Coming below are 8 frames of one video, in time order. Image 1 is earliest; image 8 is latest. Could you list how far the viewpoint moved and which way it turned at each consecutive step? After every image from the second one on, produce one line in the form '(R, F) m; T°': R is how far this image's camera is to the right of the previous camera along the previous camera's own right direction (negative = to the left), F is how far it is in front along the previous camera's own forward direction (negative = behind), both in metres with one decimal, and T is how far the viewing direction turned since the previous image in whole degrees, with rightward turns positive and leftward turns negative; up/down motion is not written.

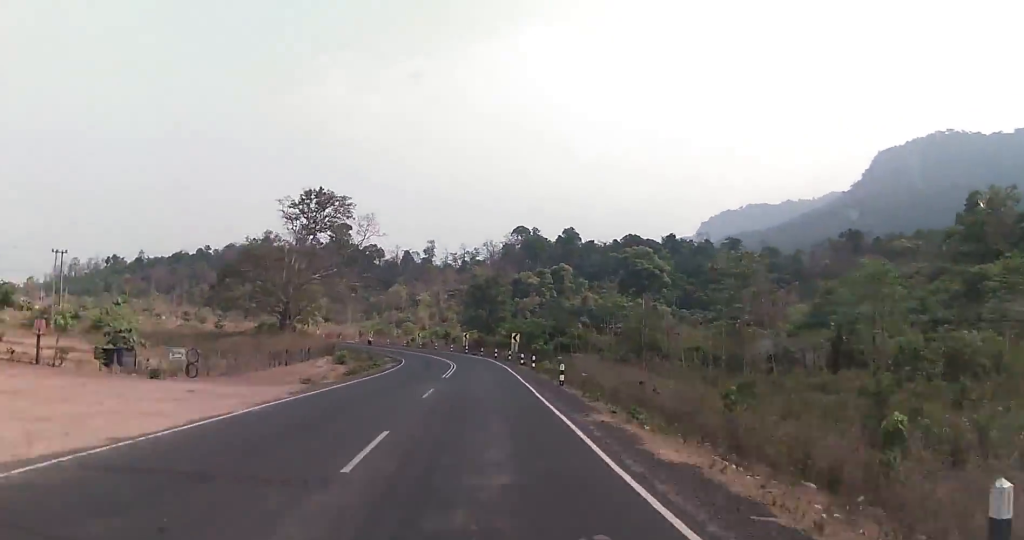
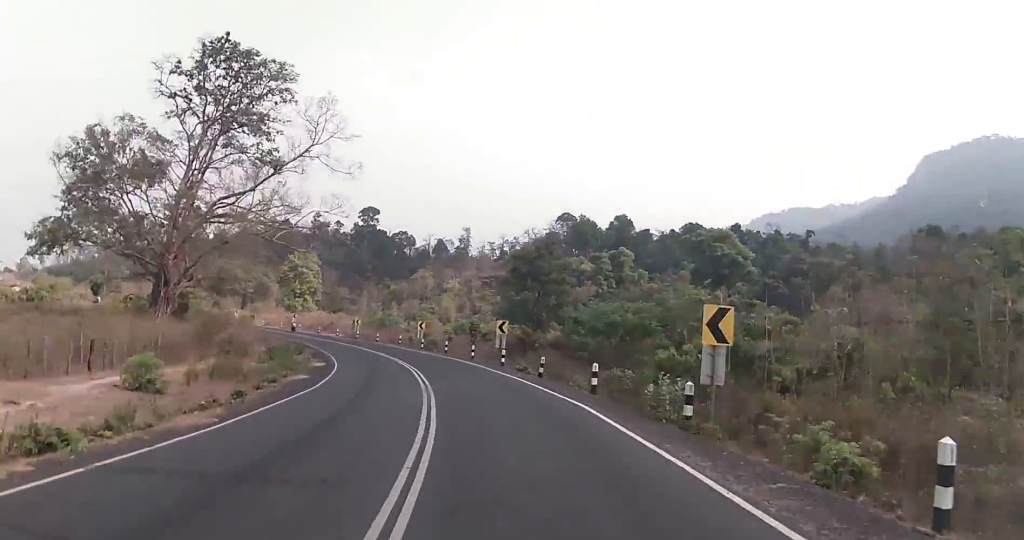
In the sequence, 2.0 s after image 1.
(+0.2, +43.3) m; -8°
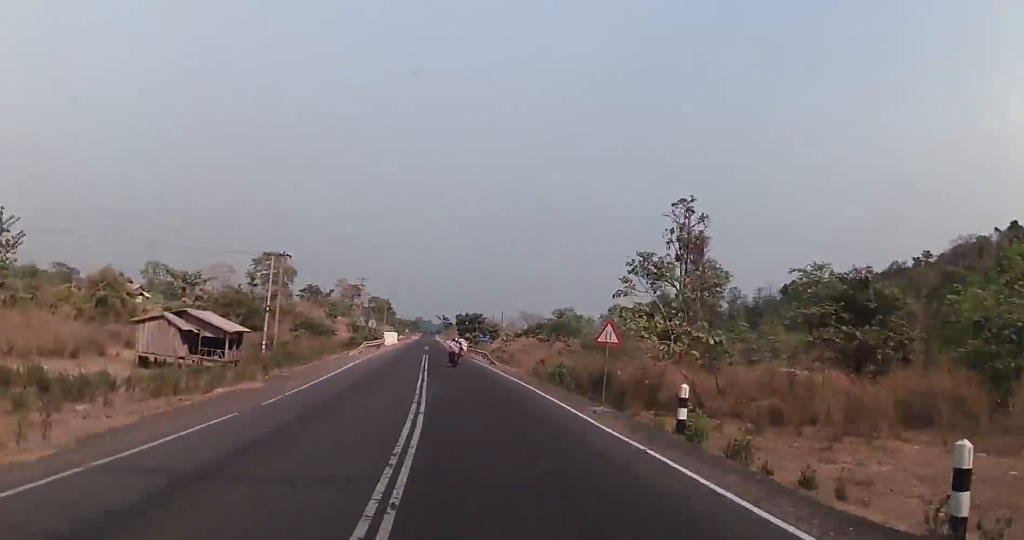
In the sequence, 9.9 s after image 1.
(-62.7, +141.7) m; -45°
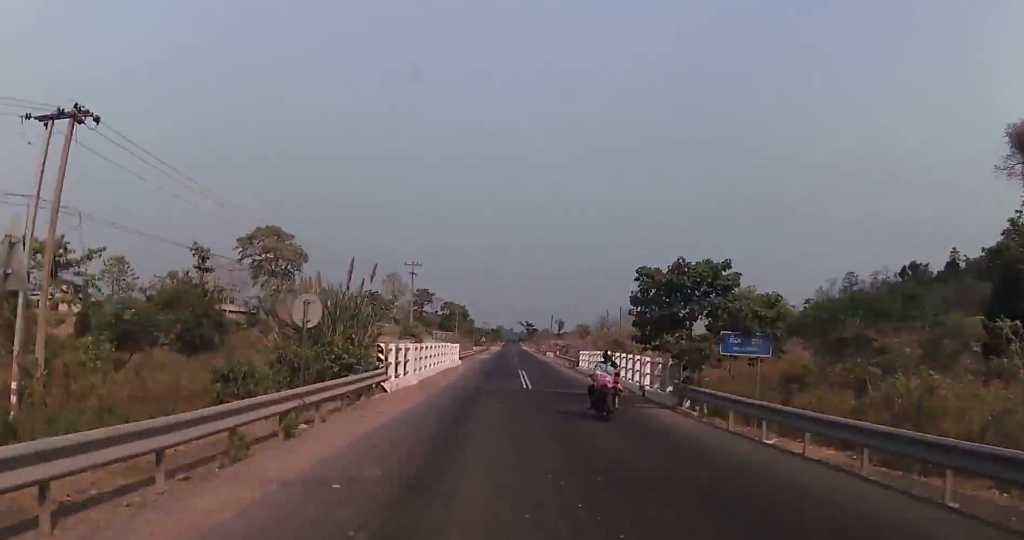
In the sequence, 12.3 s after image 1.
(-5.3, +50.6) m; -7°
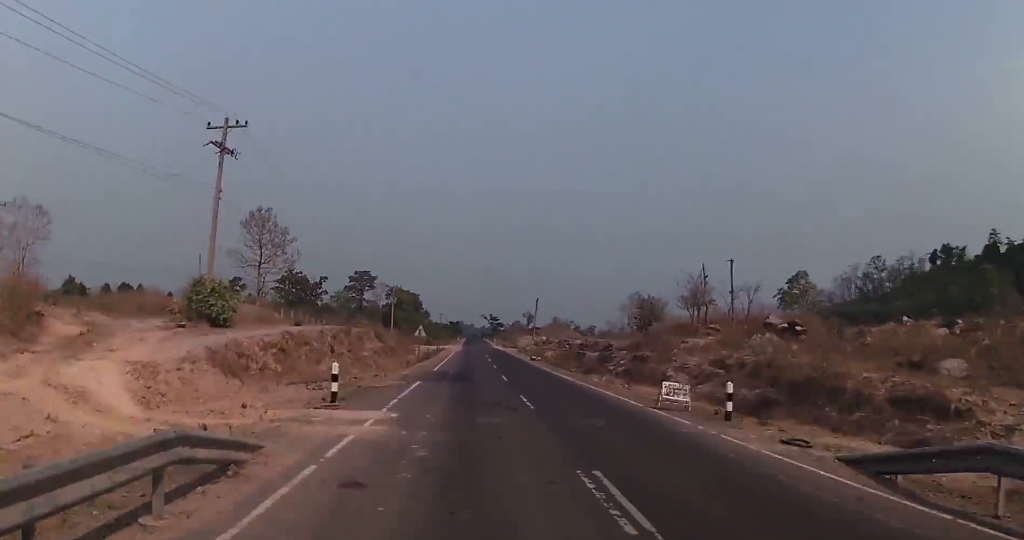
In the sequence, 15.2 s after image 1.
(-2.6, +64.0) m; -1°
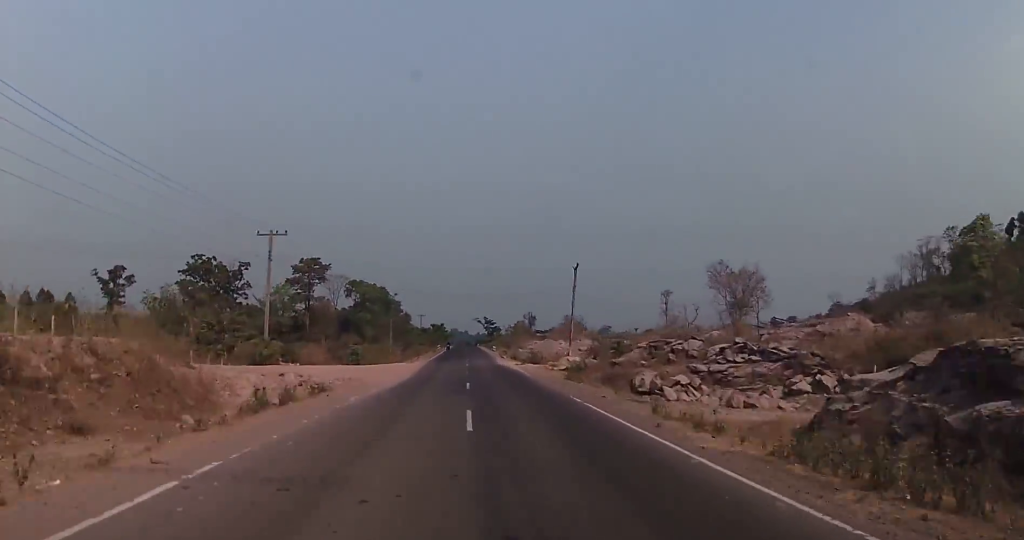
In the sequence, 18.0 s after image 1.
(+1.0, +64.5) m; 0°
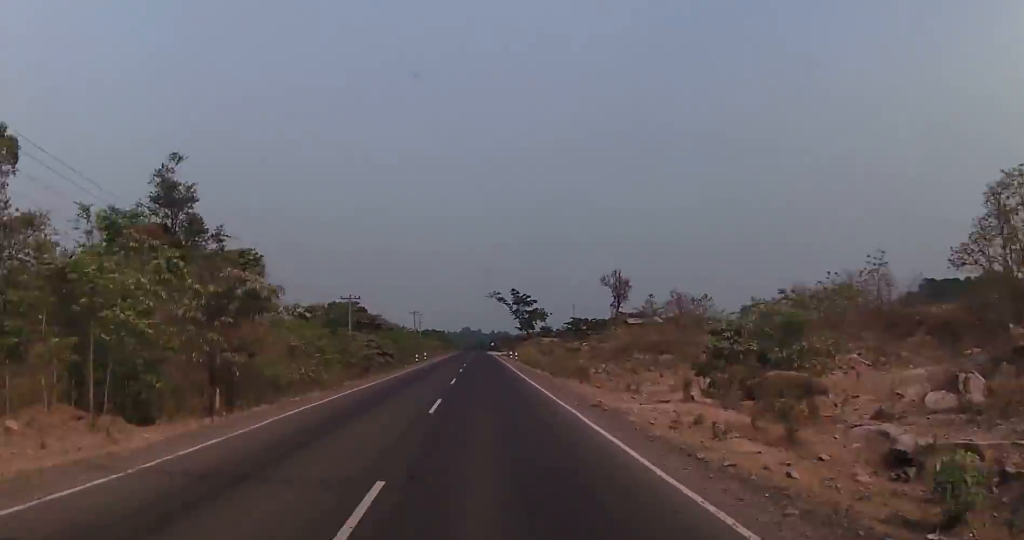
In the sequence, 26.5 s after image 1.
(-0.5, +208.9) m; 0°
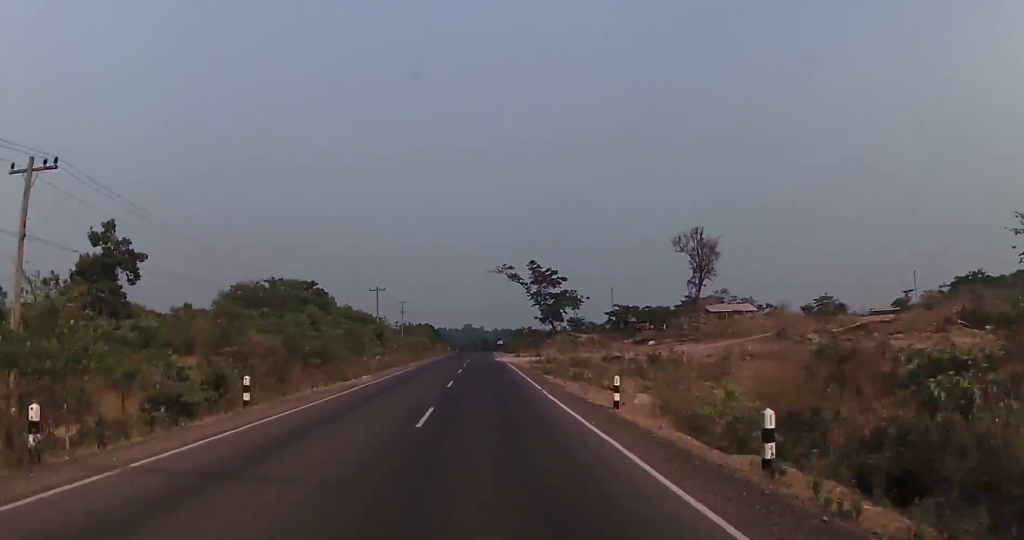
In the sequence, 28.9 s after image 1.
(-0.1, +61.2) m; 0°
